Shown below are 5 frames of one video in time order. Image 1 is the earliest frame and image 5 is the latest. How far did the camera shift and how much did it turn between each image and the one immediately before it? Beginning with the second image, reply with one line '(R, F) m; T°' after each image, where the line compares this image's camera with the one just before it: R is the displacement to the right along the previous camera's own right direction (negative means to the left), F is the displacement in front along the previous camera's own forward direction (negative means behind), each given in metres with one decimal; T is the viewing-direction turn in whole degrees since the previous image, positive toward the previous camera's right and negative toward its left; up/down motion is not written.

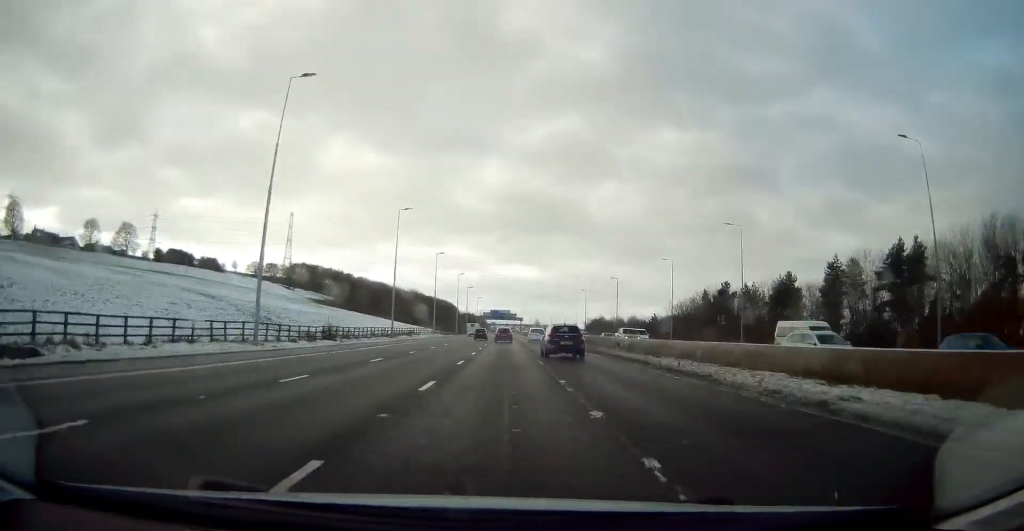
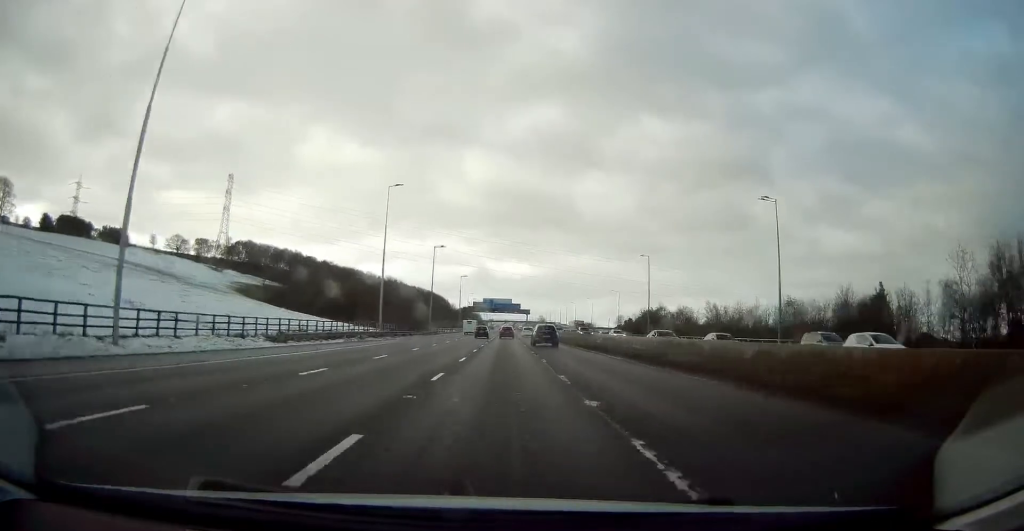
(+0.2, +87.9) m; 0°
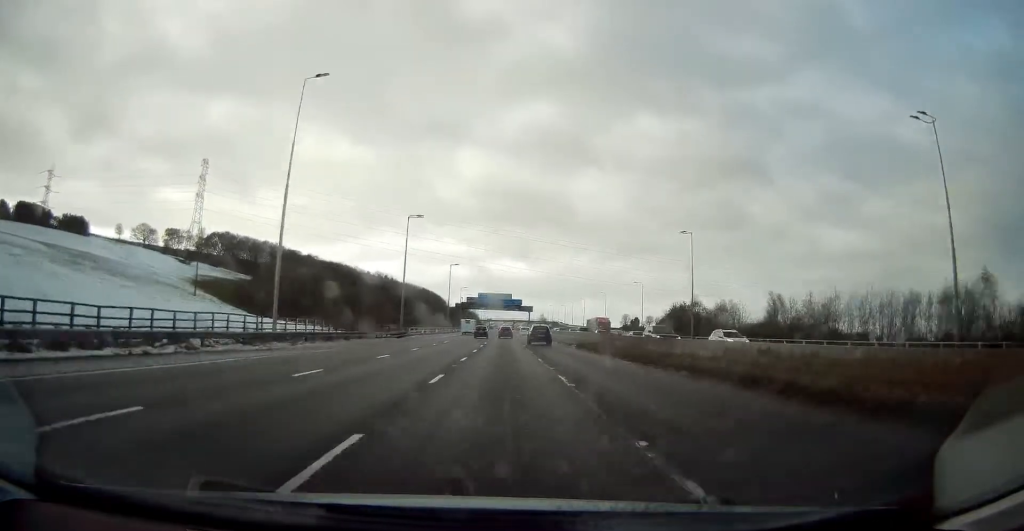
(0.0, +26.8) m; 0°
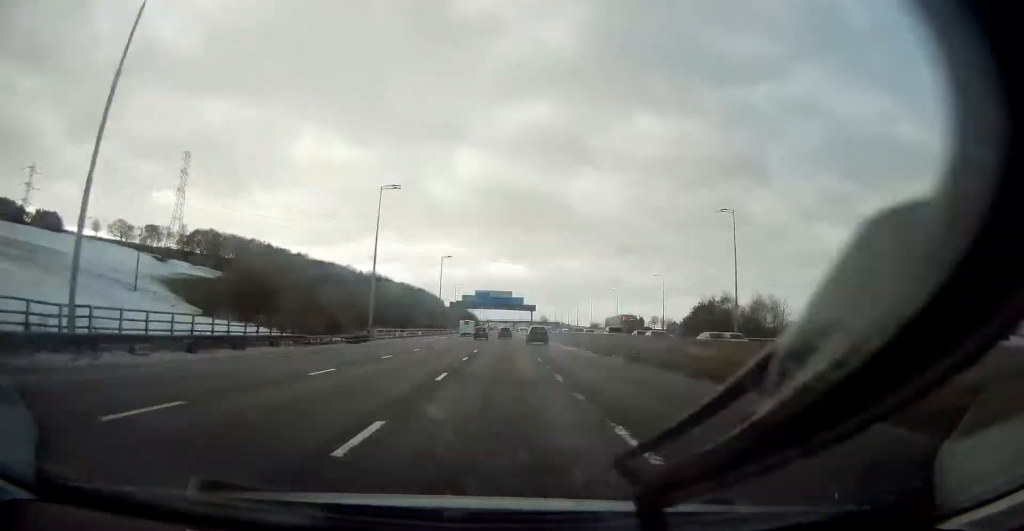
(0.0, +16.7) m; 0°
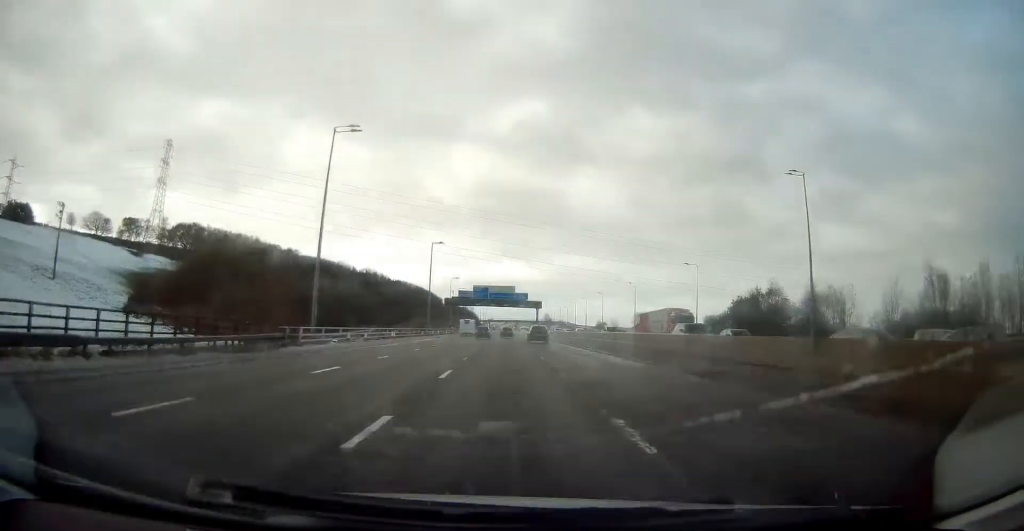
(0.0, +17.7) m; 0°
